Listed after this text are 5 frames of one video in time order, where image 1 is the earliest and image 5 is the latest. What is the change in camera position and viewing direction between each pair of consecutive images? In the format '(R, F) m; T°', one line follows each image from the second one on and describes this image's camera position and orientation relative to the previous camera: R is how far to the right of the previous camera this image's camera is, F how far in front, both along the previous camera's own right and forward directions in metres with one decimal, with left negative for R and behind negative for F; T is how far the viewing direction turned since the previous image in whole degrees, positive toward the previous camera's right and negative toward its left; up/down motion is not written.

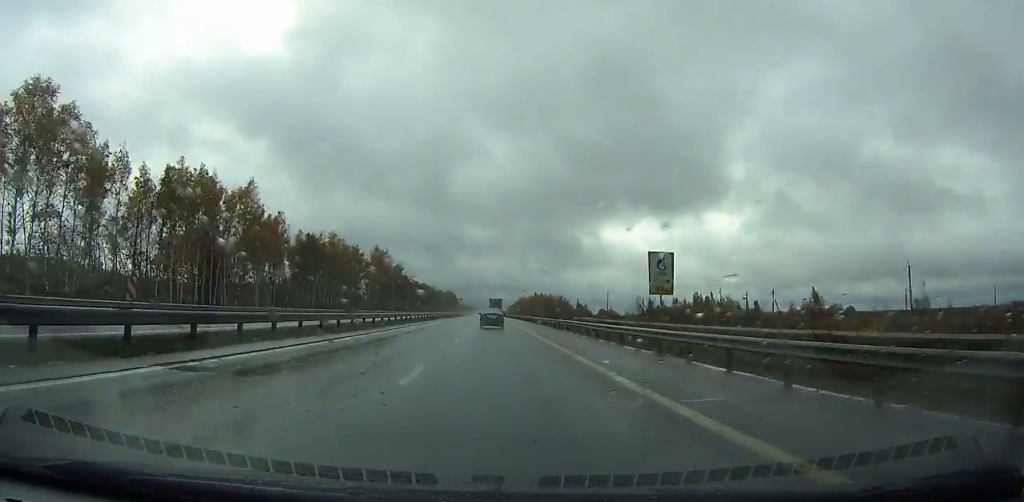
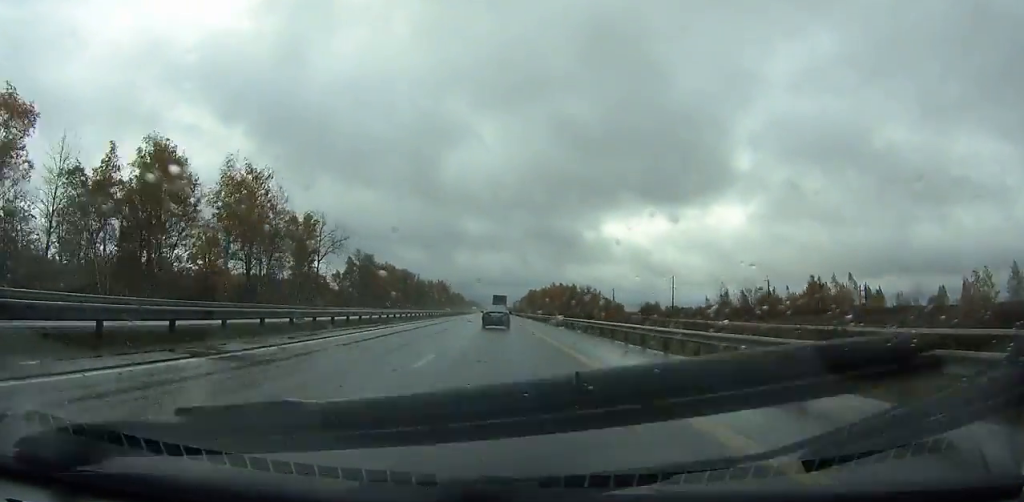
(+0.1, +92.6) m; 0°
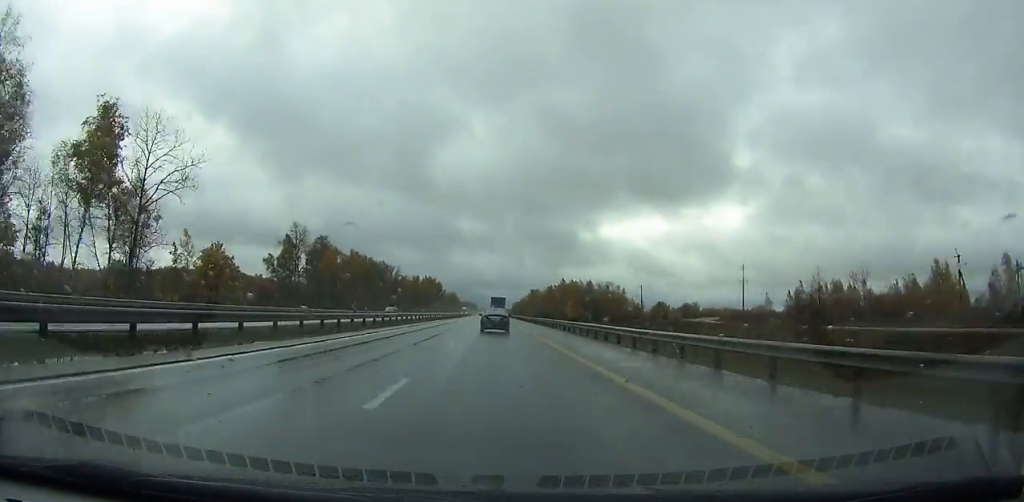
(0.0, +52.3) m; 0°
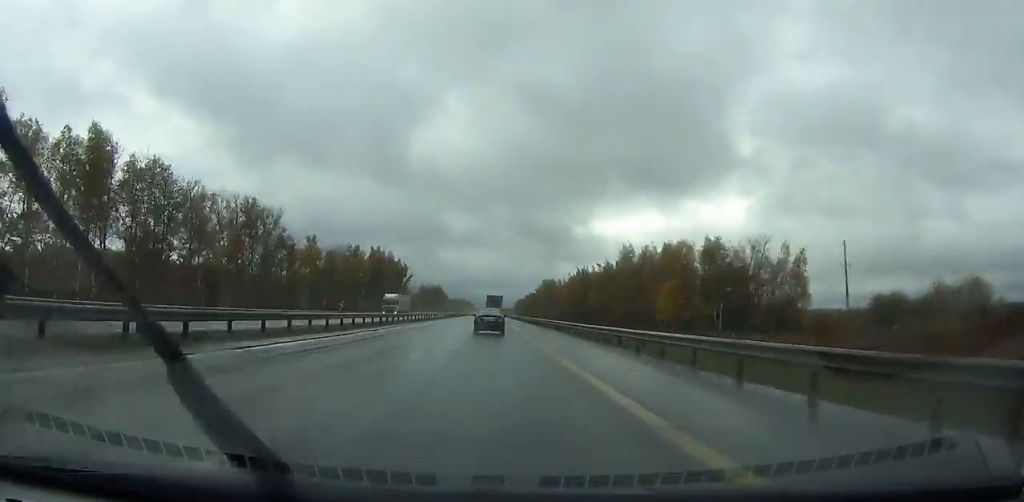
(+0.4, +126.9) m; 0°
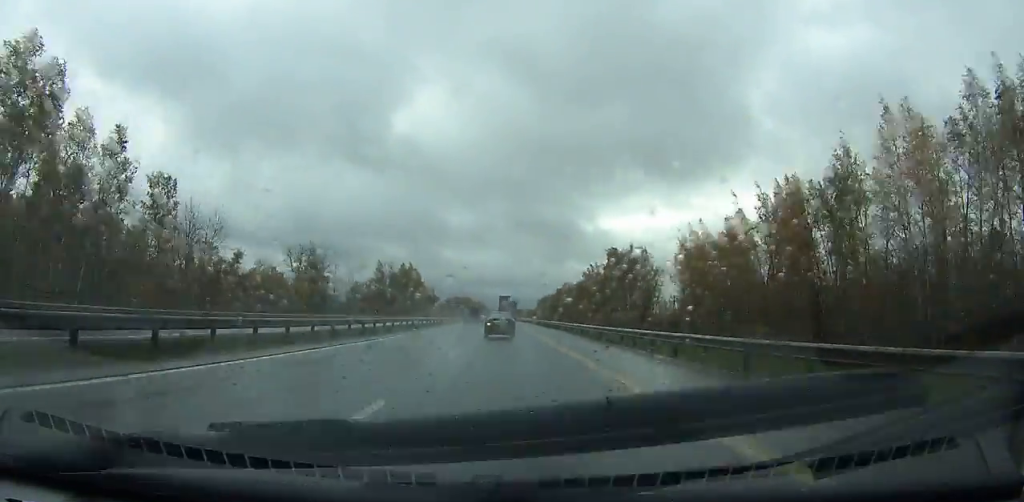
(-1.0, +166.1) m; -1°
